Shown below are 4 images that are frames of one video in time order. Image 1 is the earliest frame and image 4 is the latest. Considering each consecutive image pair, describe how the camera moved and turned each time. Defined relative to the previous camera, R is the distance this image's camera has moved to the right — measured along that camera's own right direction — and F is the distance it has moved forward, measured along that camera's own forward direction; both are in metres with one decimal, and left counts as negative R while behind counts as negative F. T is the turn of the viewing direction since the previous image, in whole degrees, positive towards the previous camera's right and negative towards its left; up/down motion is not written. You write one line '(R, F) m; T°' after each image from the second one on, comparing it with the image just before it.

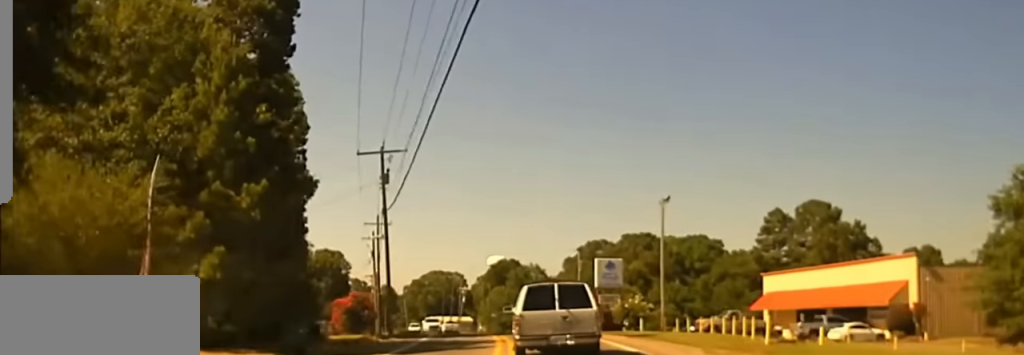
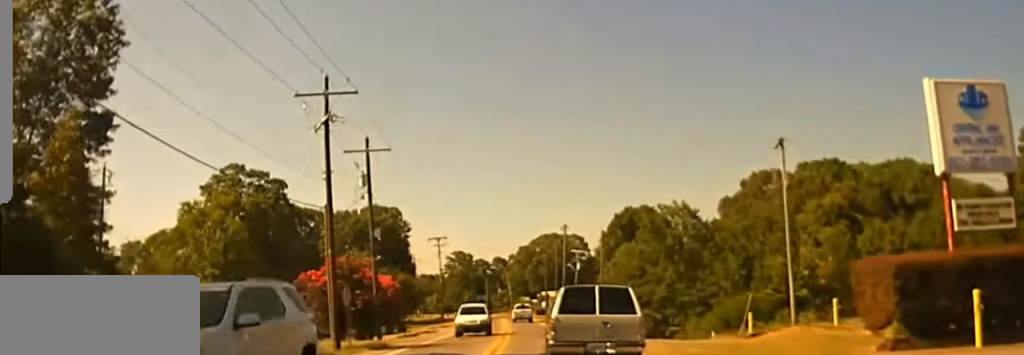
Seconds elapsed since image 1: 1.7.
(-3.0, +58.4) m; -7°
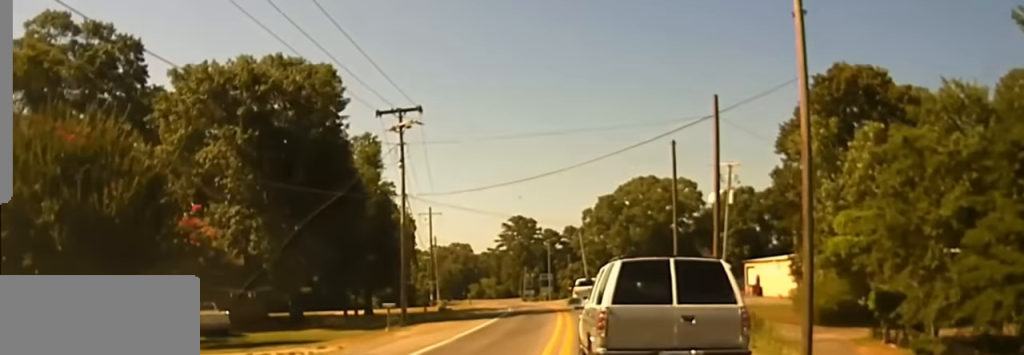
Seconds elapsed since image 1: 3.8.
(-4.8, +63.9) m; -7°
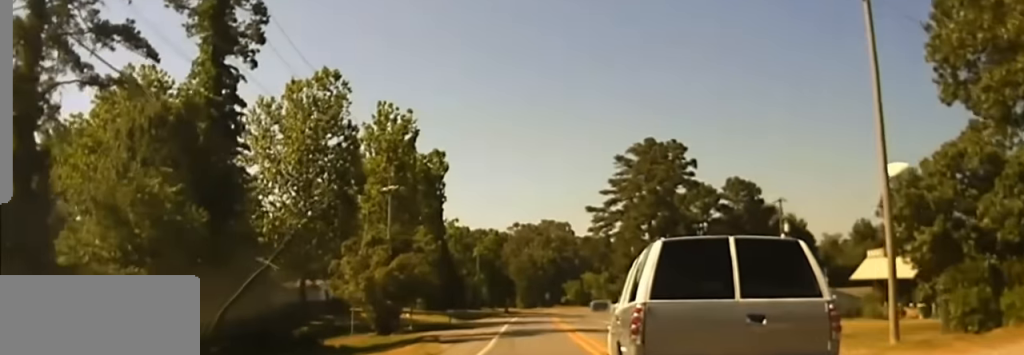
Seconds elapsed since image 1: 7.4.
(-6.8, +118.6) m; -7°
